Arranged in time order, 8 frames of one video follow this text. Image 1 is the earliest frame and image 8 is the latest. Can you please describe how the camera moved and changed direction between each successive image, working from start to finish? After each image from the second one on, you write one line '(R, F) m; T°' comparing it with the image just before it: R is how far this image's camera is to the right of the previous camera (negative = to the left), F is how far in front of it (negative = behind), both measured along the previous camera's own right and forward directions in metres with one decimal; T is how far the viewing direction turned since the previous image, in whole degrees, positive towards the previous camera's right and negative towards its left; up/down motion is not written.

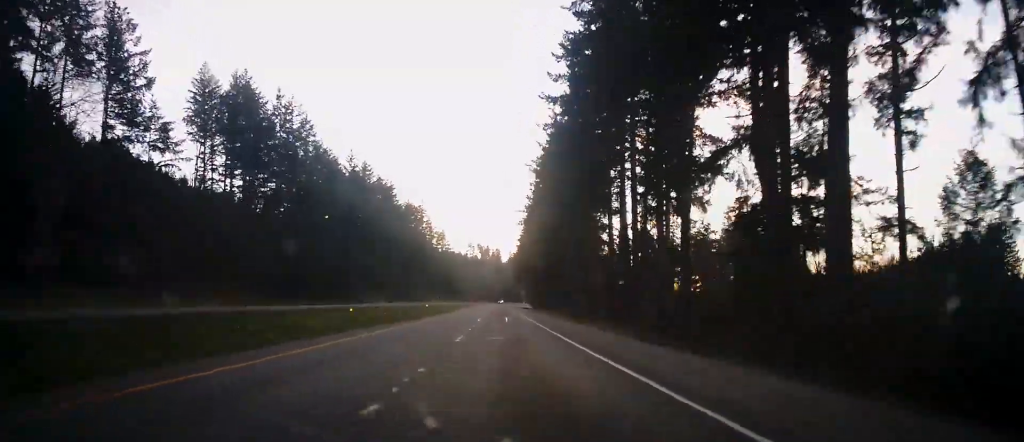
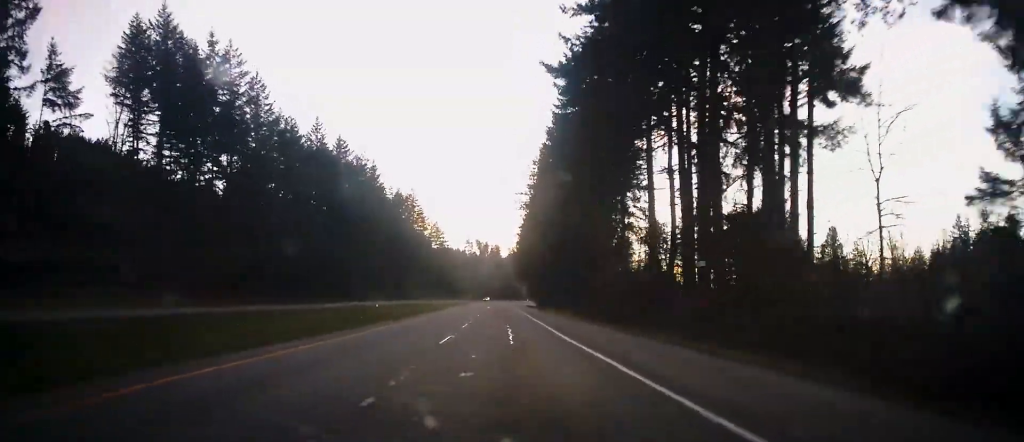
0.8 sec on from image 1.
(0.0, +24.1) m; 0°
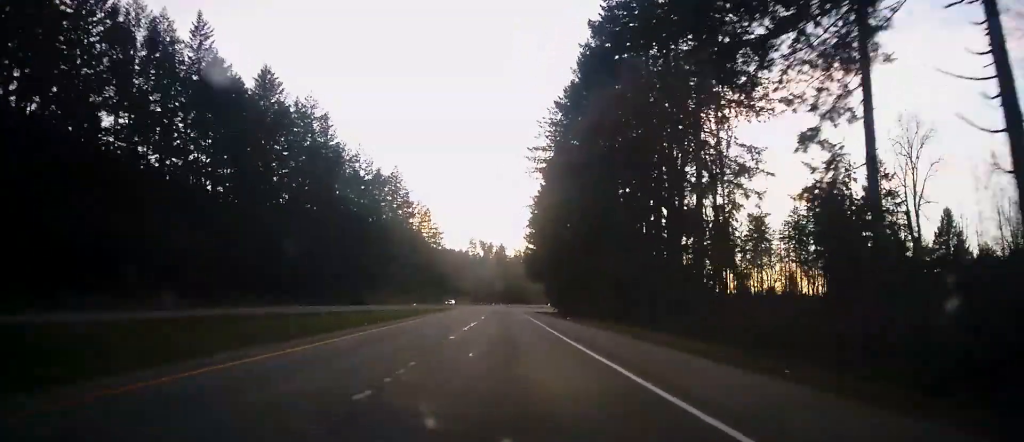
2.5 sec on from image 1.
(0.0, +47.9) m; 0°
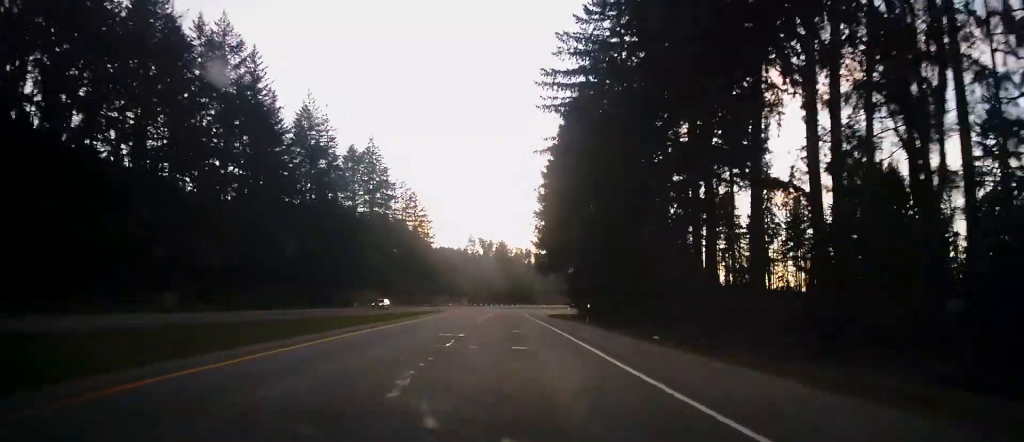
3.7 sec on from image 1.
(-0.3, +35.7) m; -1°
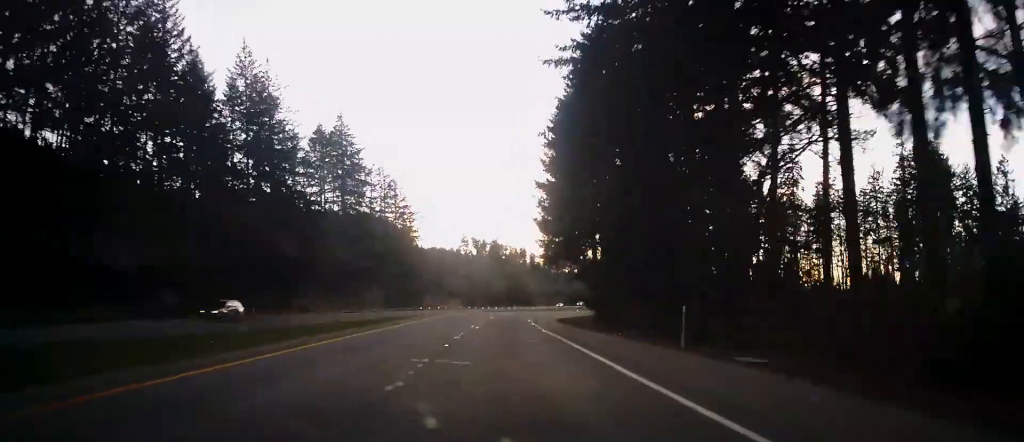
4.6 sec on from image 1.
(-0.4, +24.2) m; 0°
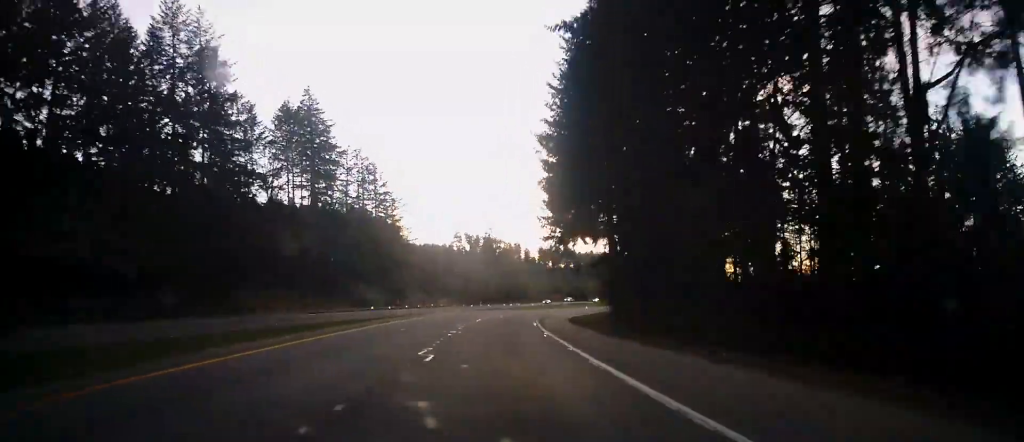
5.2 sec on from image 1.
(+0.3, +19.4) m; +1°
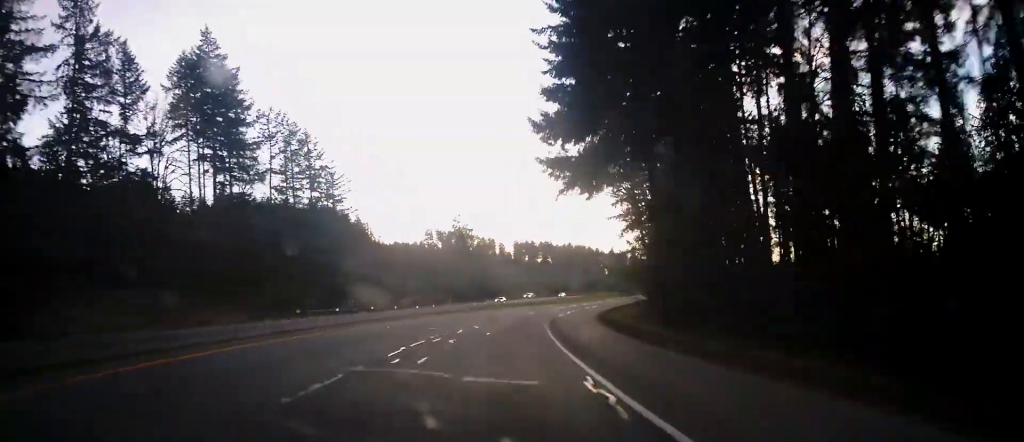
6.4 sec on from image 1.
(+0.2, +33.1) m; +1°
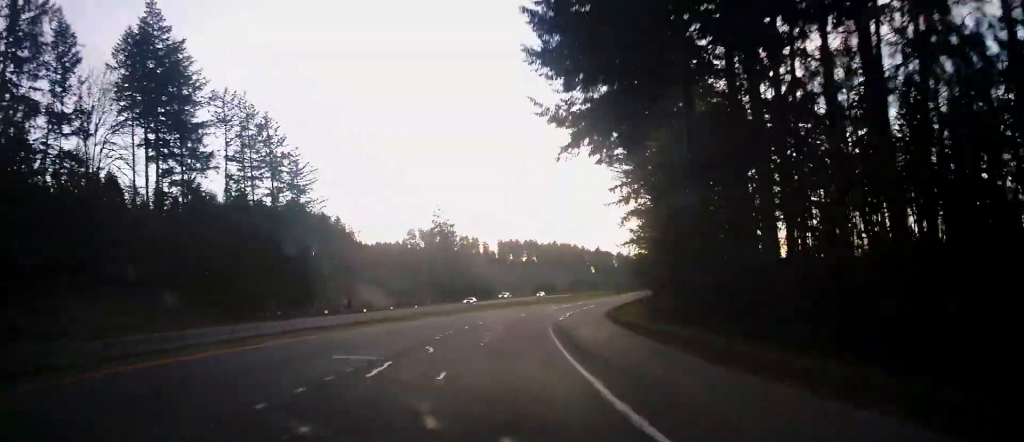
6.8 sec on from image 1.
(+0.1, +12.7) m; +1°
